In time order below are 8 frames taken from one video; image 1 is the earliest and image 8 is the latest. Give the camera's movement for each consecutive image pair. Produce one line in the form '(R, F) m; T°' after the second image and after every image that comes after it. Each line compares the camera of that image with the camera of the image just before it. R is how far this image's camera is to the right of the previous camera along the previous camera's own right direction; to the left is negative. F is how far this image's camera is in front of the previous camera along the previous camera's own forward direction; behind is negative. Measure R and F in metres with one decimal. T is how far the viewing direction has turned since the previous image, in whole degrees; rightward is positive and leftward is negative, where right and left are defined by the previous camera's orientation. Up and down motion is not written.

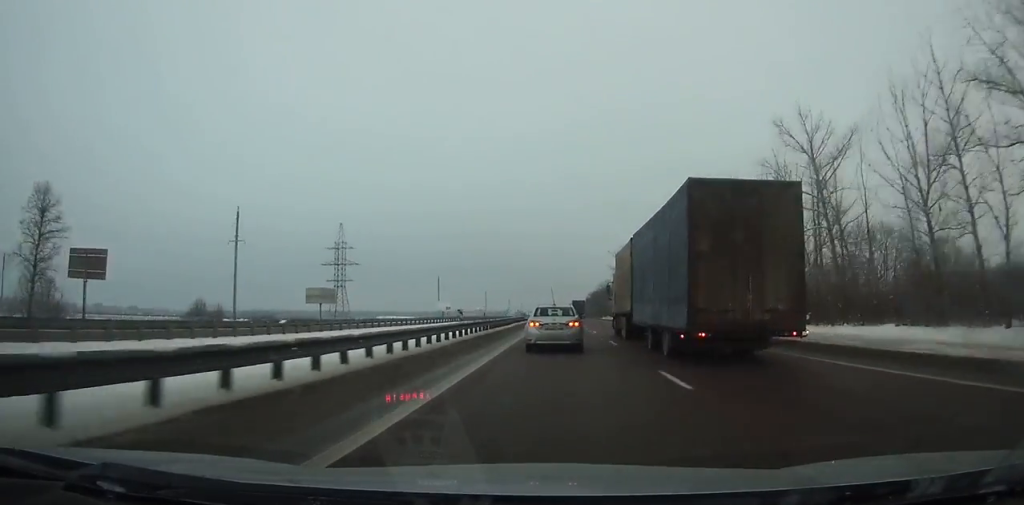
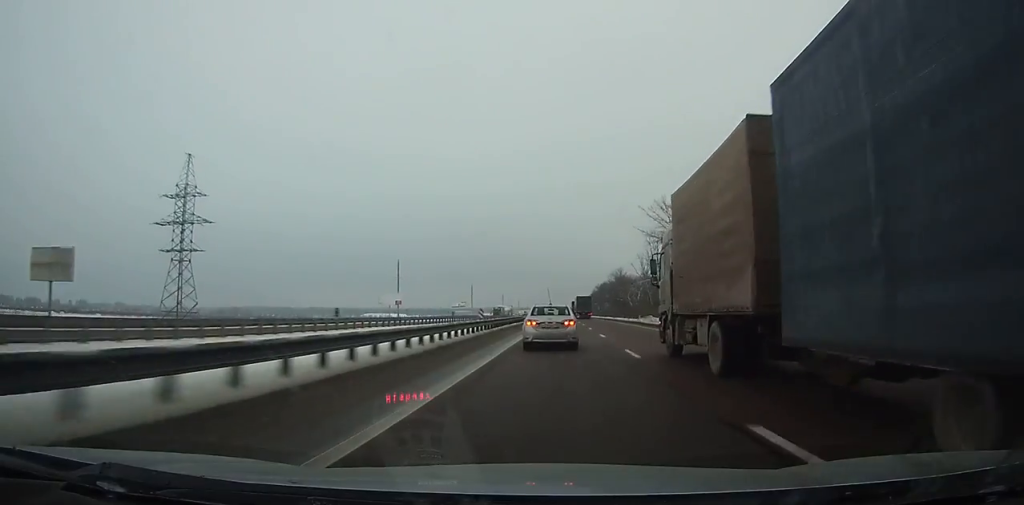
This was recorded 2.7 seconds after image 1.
(+0.1, +66.4) m; 0°
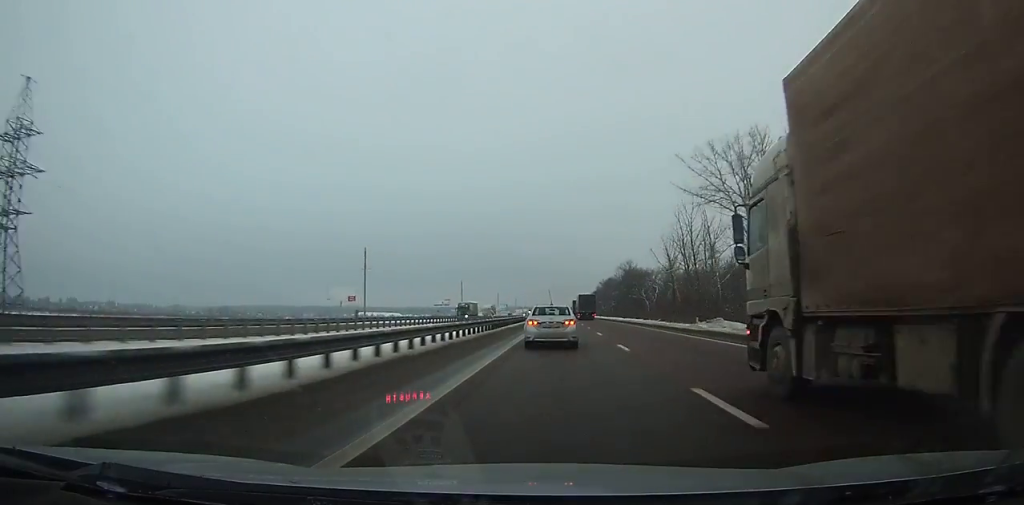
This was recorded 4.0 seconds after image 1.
(0.0, +32.2) m; 0°
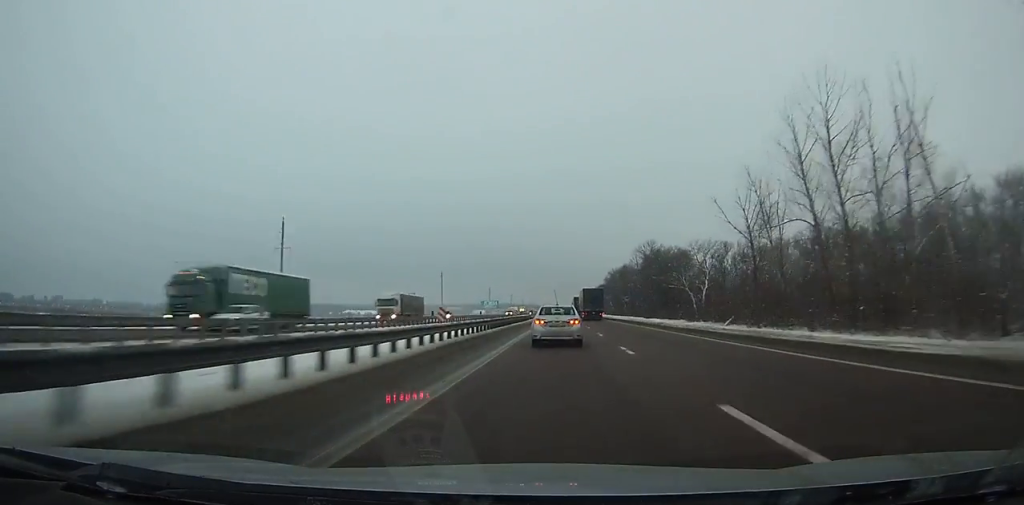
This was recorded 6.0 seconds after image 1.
(+0.1, +51.0) m; 0°
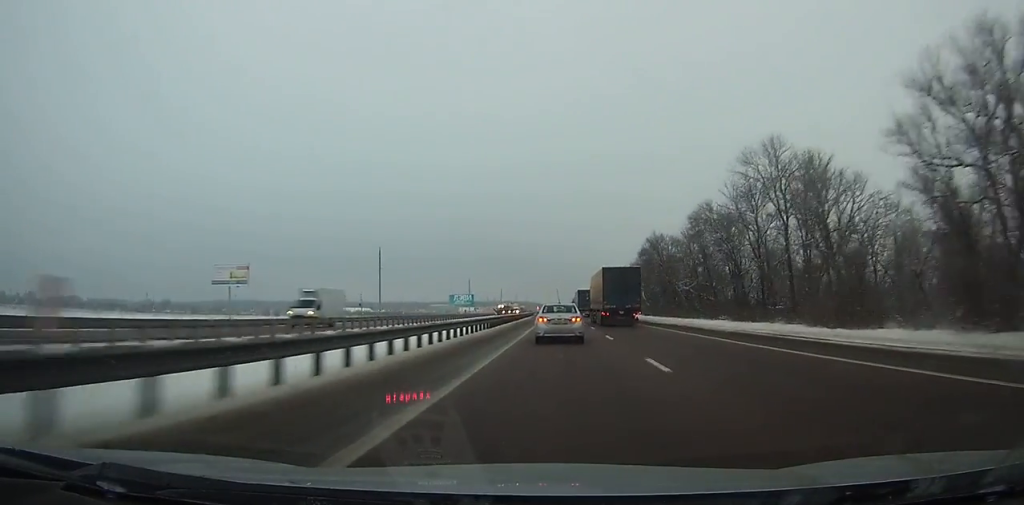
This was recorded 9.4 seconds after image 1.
(0.0, +88.0) m; 0°
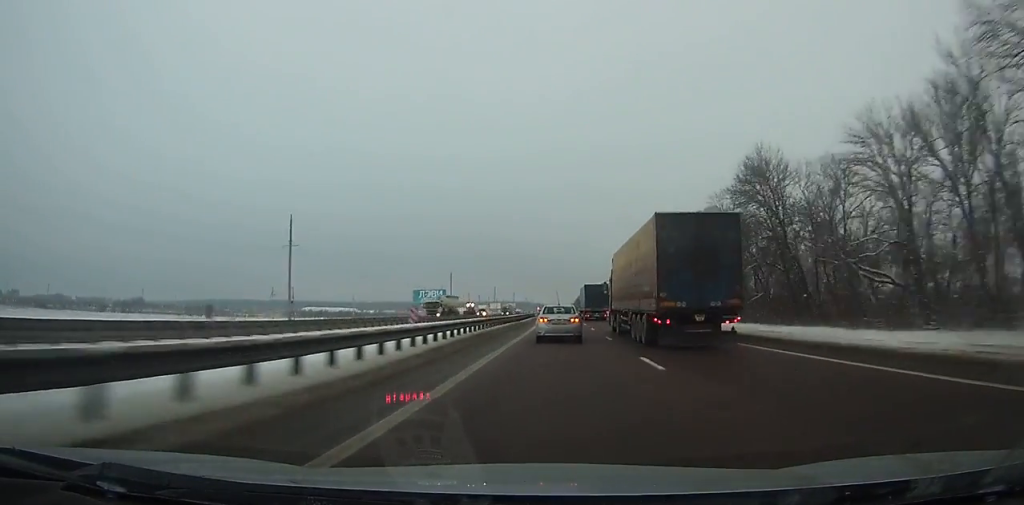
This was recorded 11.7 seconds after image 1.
(-0.2, +61.0) m; 0°
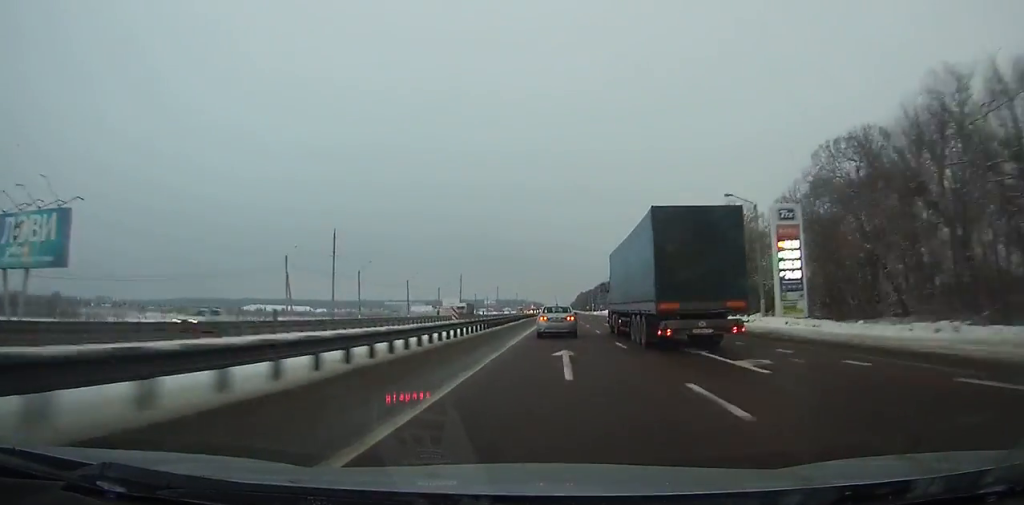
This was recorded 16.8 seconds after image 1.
(-0.1, +138.3) m; 0°
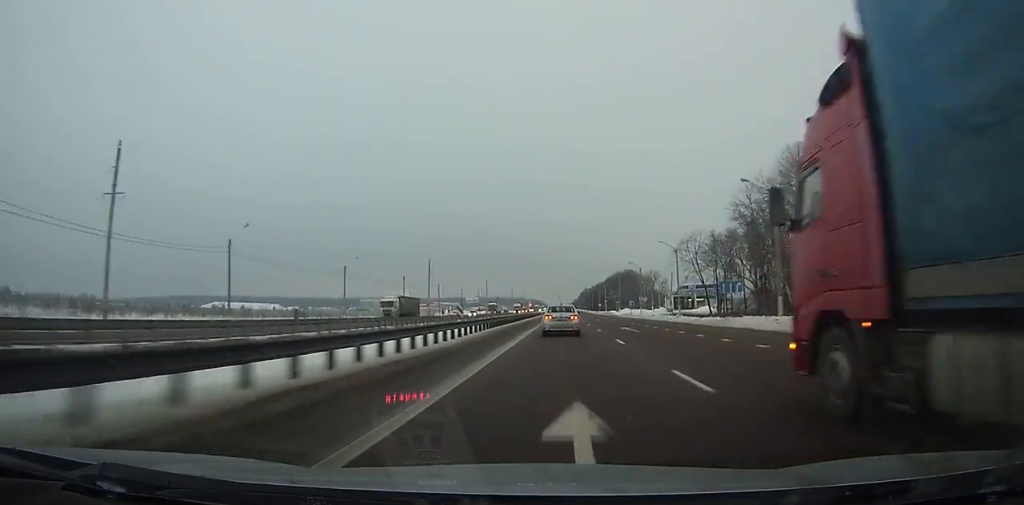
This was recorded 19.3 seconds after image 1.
(0.0, +69.2) m; 0°
